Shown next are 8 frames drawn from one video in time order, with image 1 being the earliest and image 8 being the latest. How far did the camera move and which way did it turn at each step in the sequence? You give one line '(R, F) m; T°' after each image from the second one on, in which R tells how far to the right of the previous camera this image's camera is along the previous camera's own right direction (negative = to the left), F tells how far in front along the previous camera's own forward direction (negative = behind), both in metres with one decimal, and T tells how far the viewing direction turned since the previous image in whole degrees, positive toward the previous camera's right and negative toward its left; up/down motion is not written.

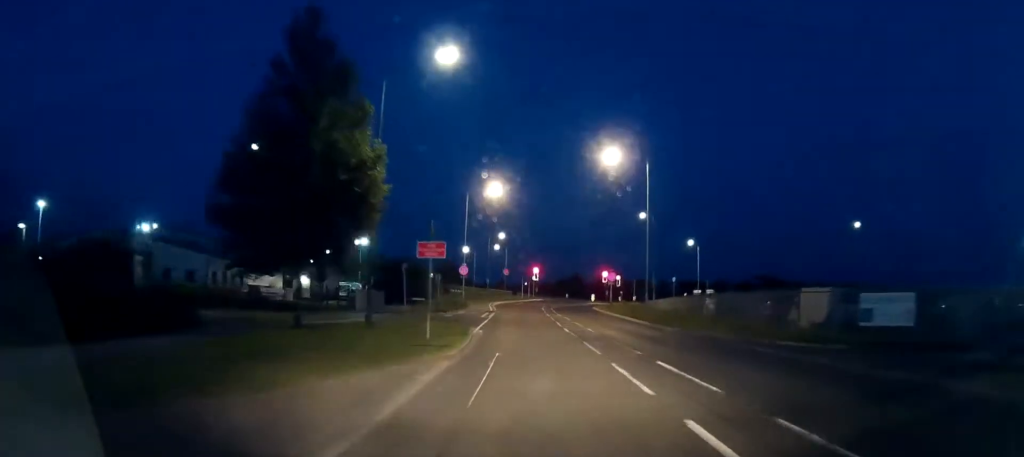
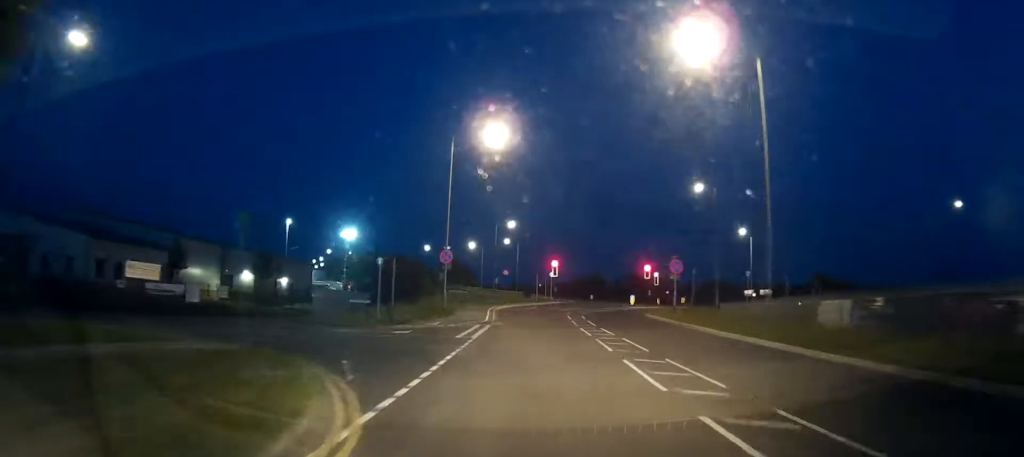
(-0.4, +19.7) m; -2°
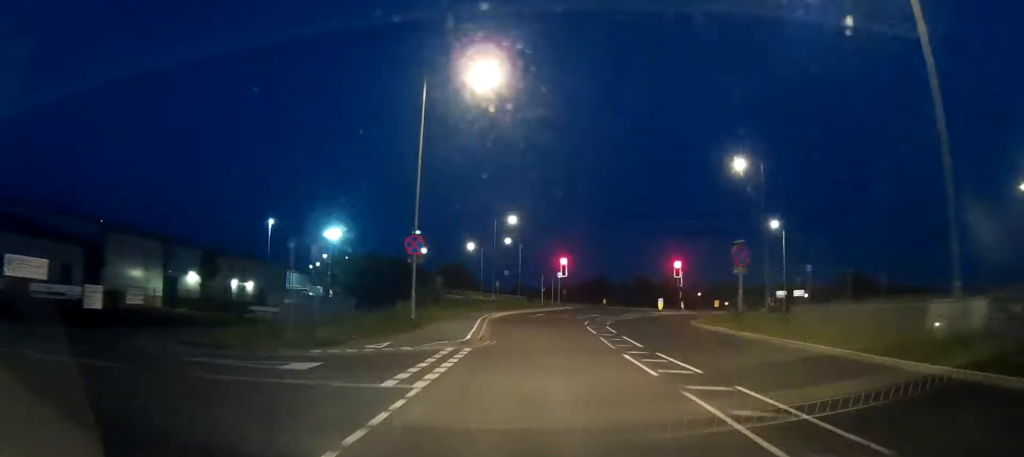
(0.0, +10.7) m; -1°
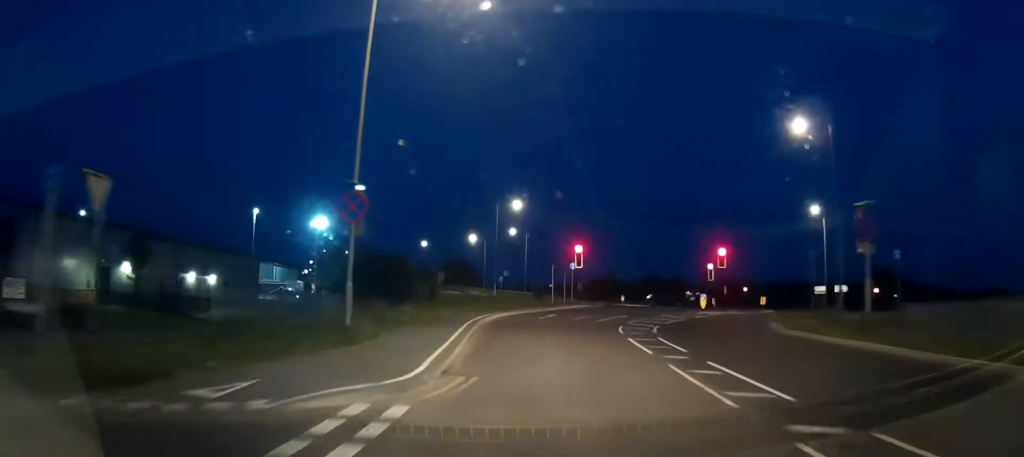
(-0.1, +10.0) m; 0°
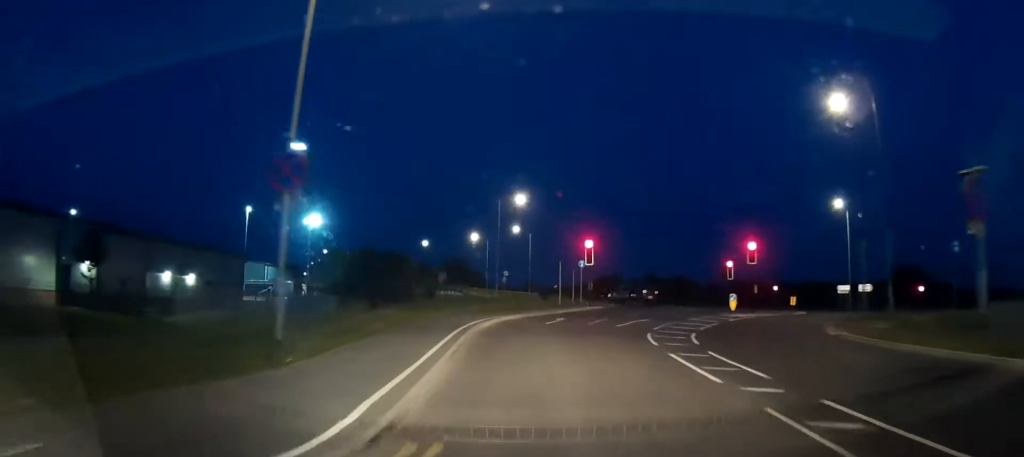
(+0.1, +5.0) m; 0°
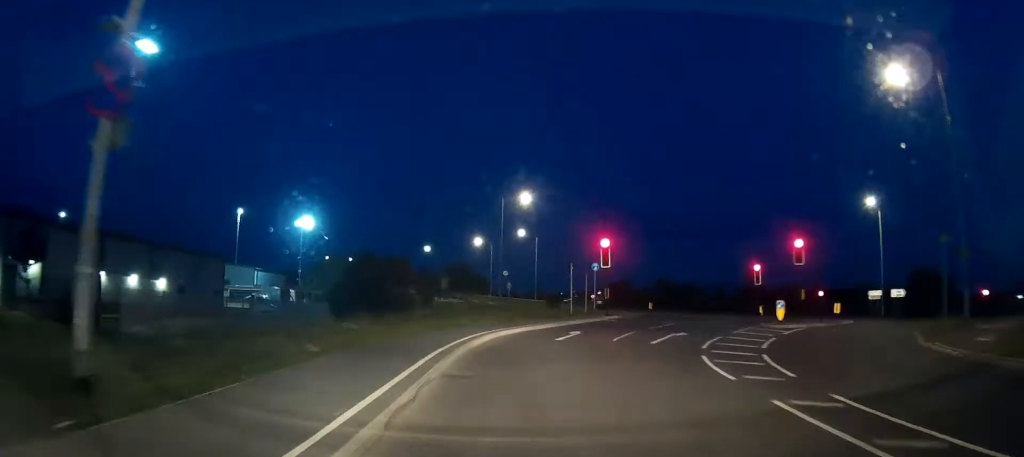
(0.0, +5.9) m; 0°
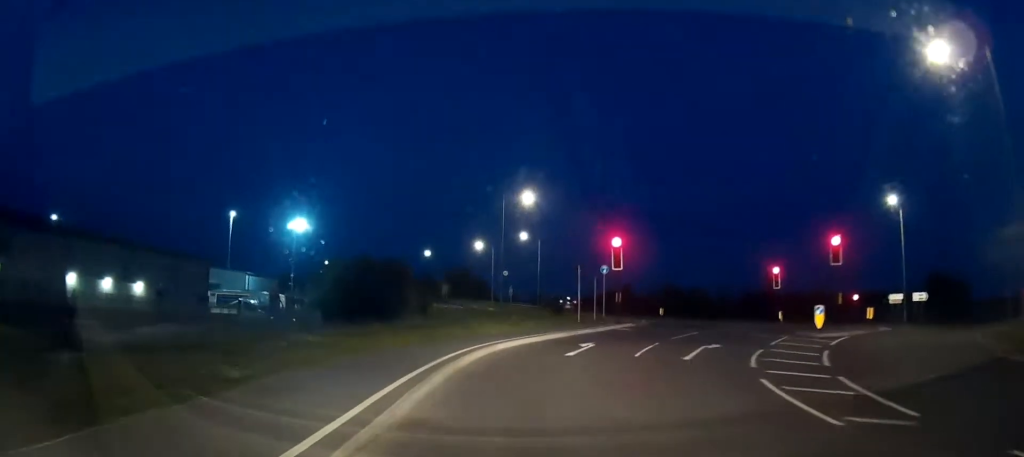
(0.0, +3.9) m; 0°
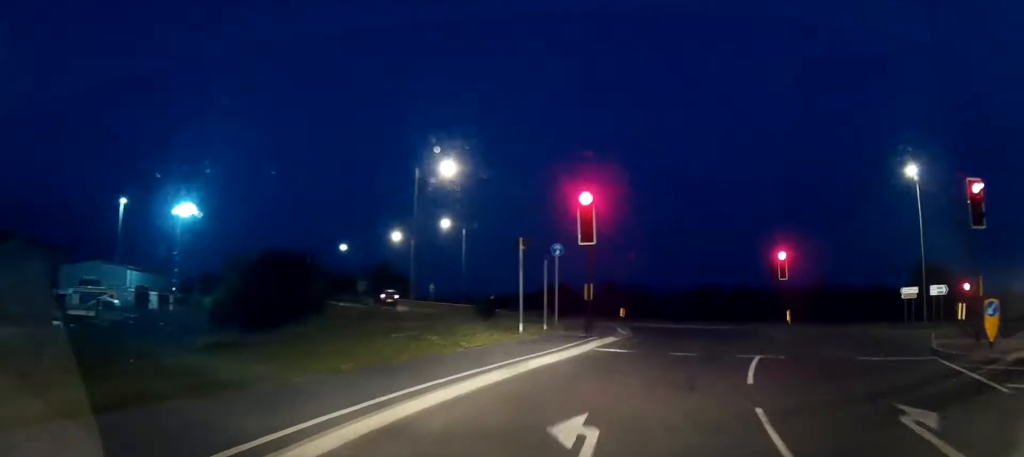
(+0.8, +14.4) m; +6°
